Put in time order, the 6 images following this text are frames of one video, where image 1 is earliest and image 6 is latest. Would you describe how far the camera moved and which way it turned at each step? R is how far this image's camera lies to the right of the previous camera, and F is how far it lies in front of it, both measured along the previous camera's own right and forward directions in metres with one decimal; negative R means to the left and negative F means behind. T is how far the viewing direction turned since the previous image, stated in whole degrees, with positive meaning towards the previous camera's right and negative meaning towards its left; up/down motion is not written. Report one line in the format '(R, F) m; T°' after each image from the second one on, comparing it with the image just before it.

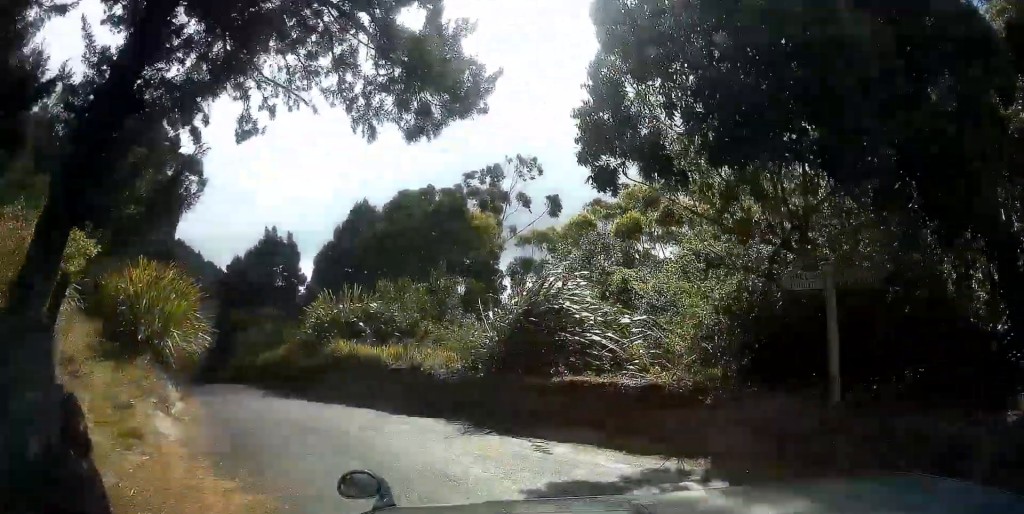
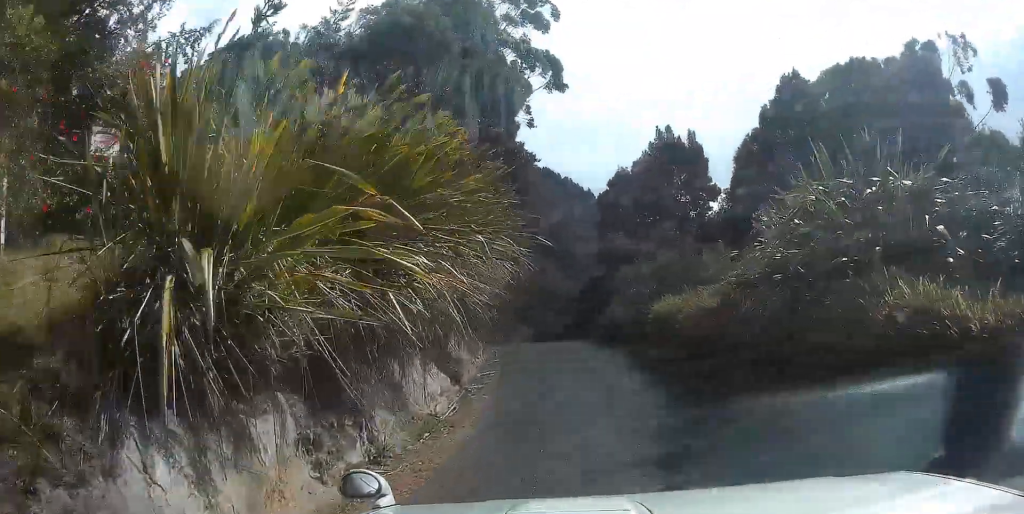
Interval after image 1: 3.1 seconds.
(-2.9, +13.1) m; -21°
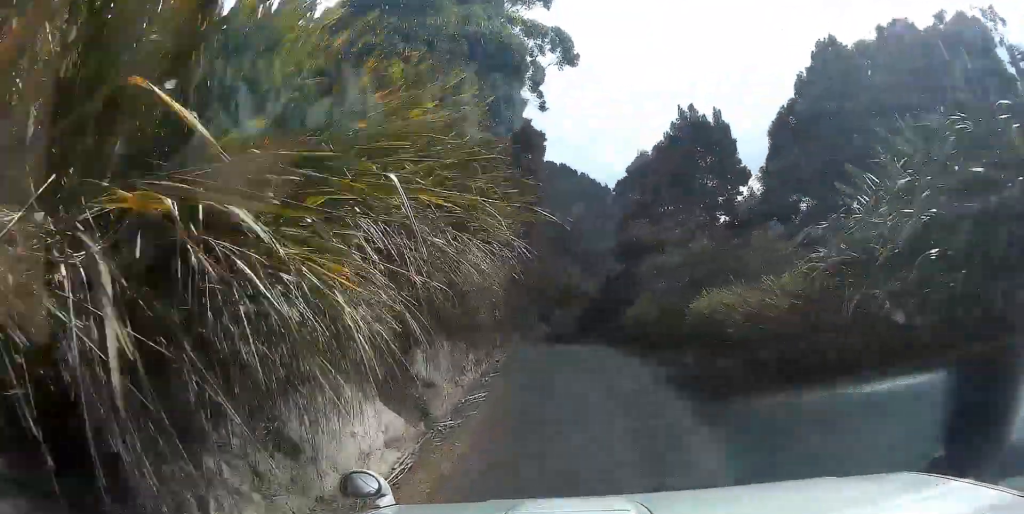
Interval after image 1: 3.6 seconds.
(0.0, +2.7) m; -3°
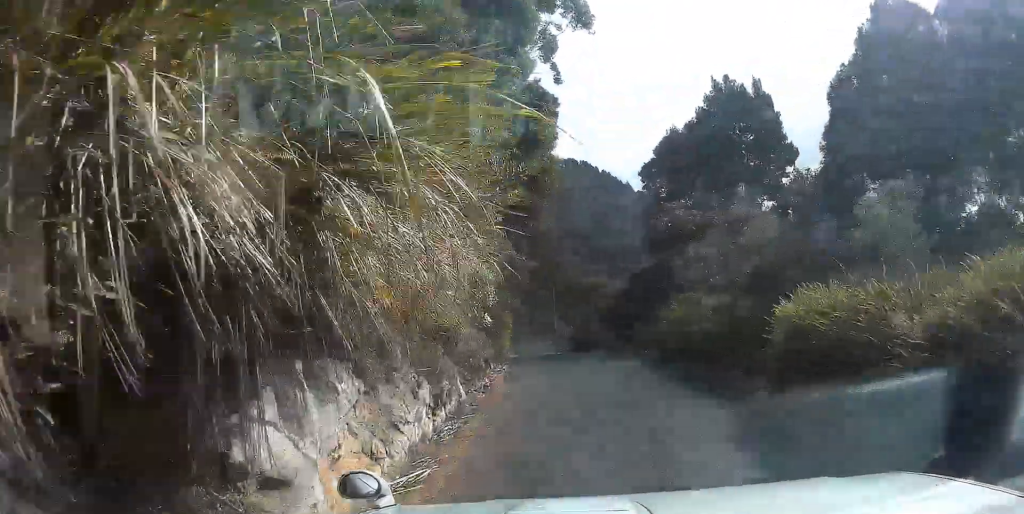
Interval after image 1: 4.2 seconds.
(-0.2, +4.3) m; -5°
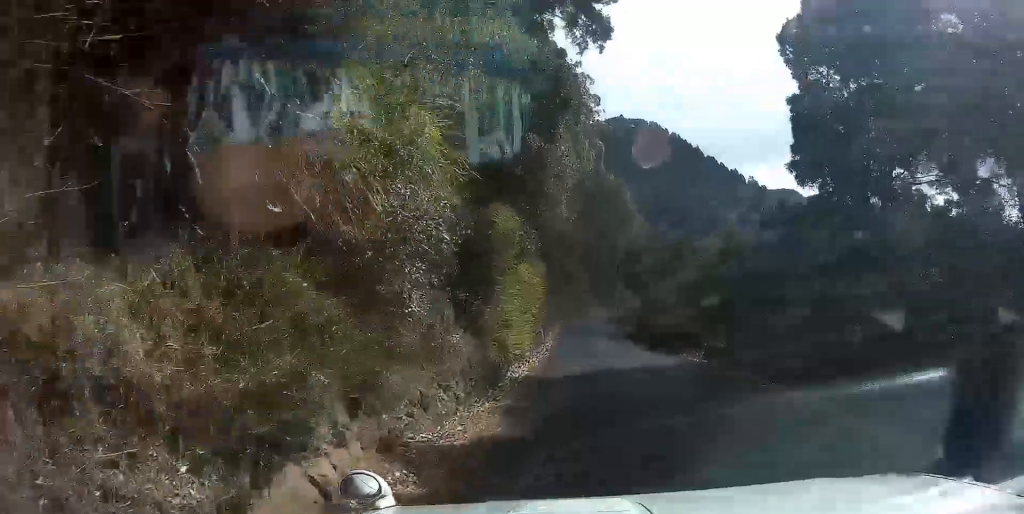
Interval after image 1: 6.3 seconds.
(-2.5, +15.7) m; -15°
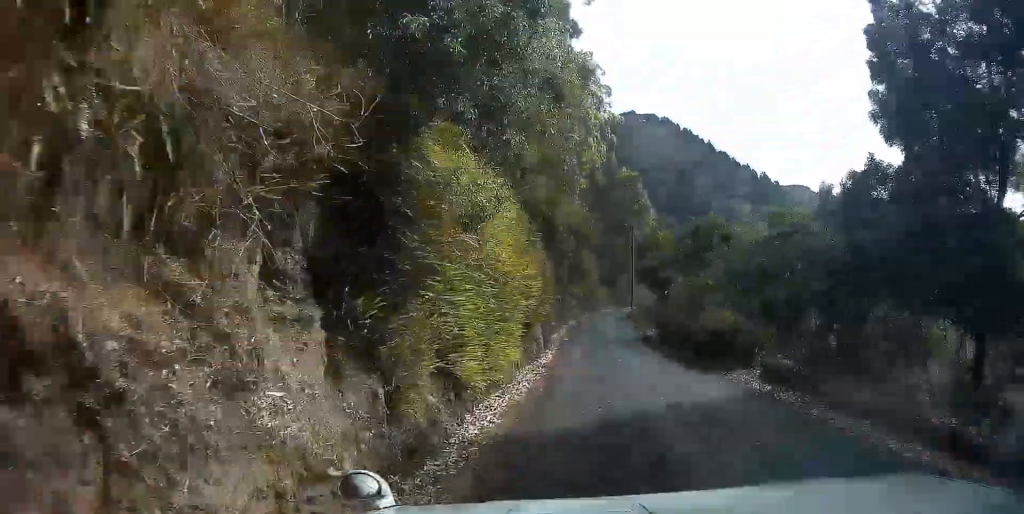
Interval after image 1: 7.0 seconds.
(-0.2, +5.8) m; -2°
